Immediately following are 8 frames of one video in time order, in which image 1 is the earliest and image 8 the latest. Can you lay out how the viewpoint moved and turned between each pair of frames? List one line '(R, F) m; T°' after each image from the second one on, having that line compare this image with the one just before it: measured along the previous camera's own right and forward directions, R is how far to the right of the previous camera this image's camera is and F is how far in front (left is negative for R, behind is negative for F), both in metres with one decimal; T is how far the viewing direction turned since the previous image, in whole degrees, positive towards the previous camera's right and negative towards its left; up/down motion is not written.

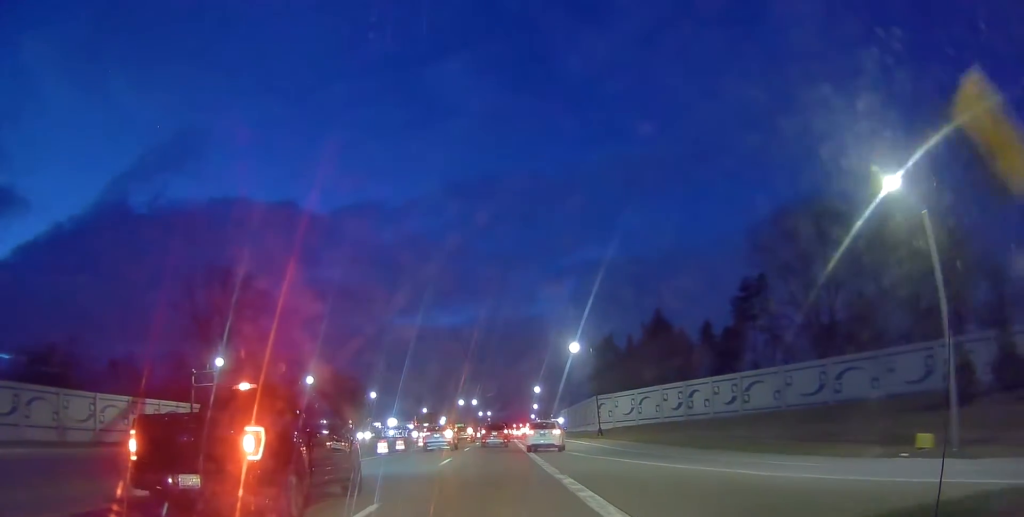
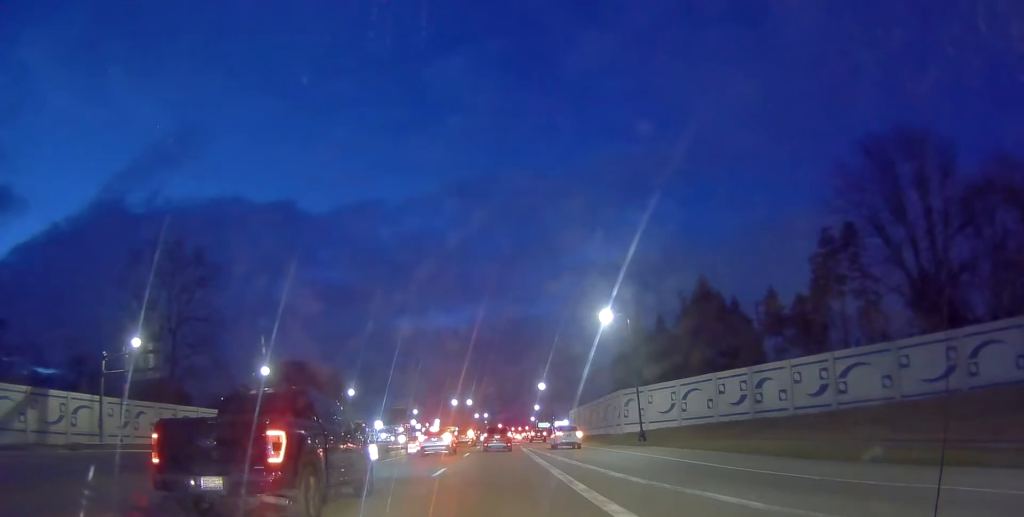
(0.0, +21.9) m; +1°
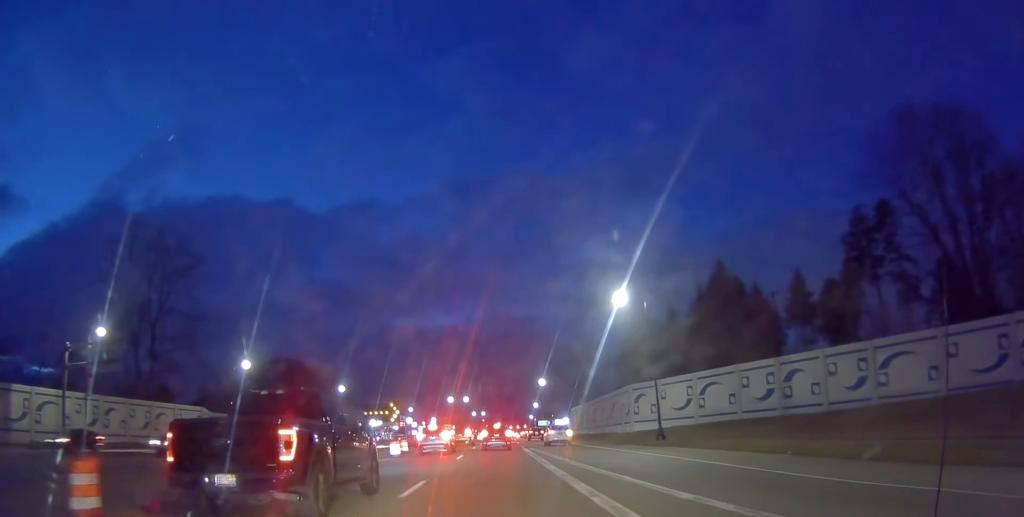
(-0.1, +6.3) m; +4°
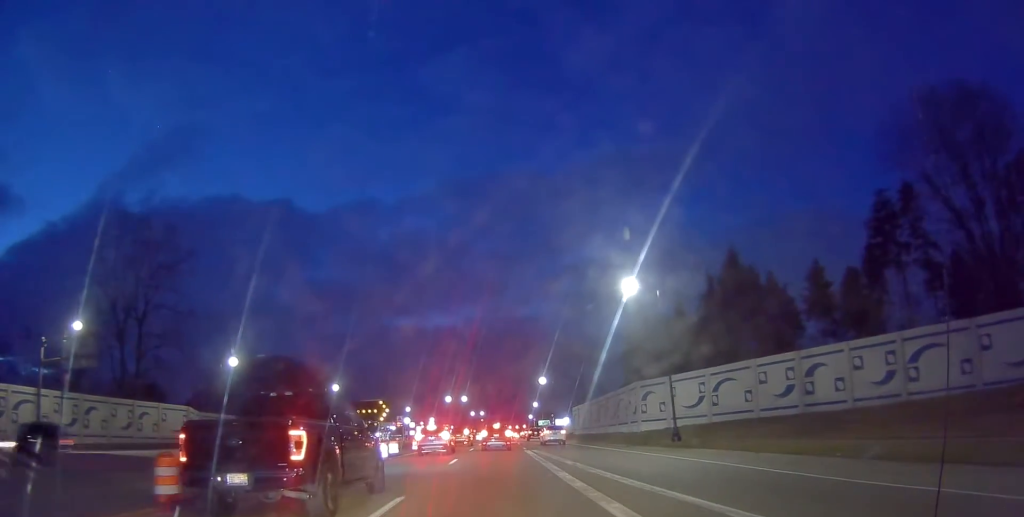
(+0.3, +3.6) m; +1°
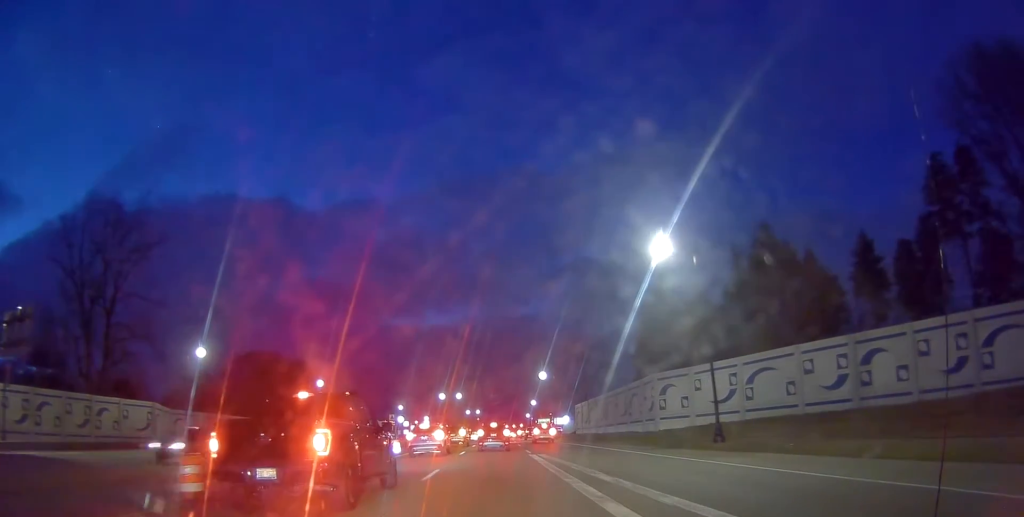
(+0.1, +7.8) m; 0°
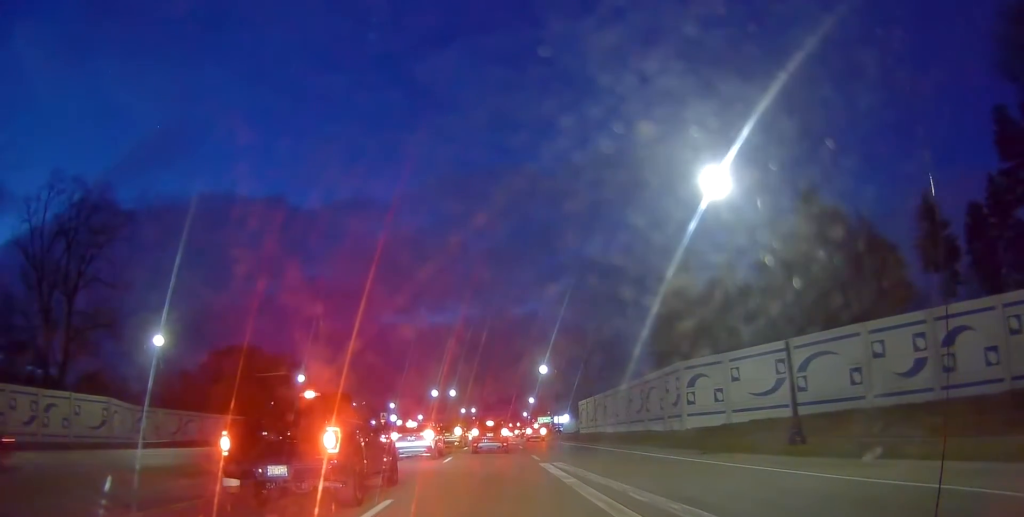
(+0.2, +8.5) m; +2°
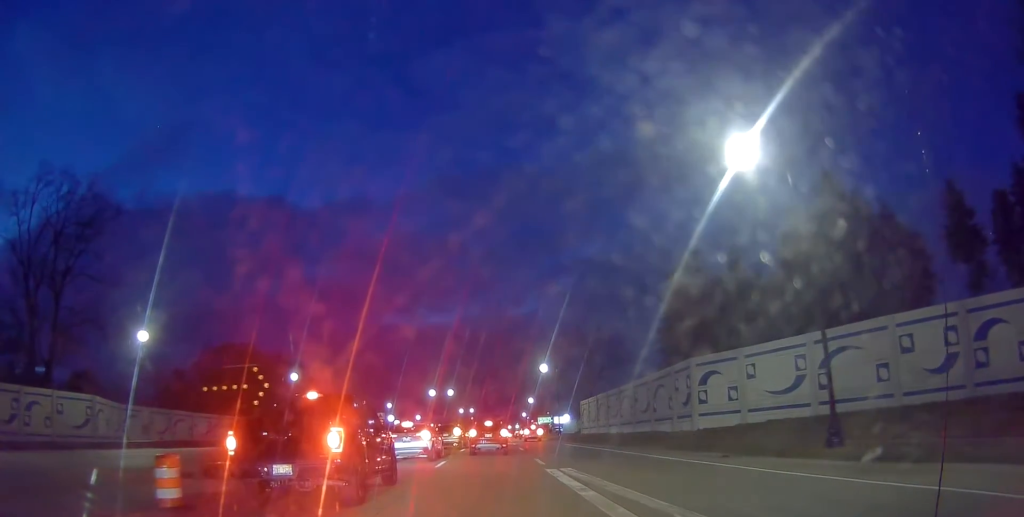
(-0.1, +3.3) m; -3°
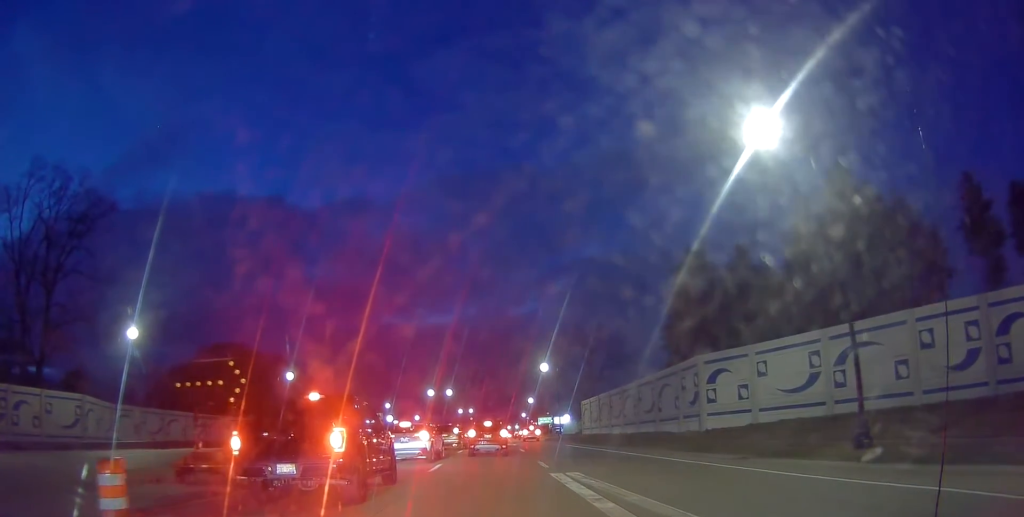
(-0.1, +2.6) m; -4°
